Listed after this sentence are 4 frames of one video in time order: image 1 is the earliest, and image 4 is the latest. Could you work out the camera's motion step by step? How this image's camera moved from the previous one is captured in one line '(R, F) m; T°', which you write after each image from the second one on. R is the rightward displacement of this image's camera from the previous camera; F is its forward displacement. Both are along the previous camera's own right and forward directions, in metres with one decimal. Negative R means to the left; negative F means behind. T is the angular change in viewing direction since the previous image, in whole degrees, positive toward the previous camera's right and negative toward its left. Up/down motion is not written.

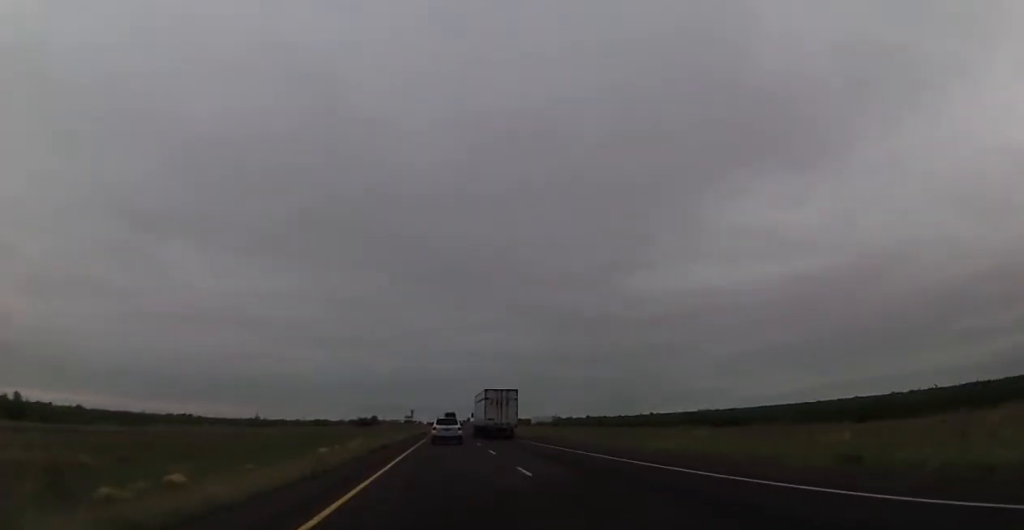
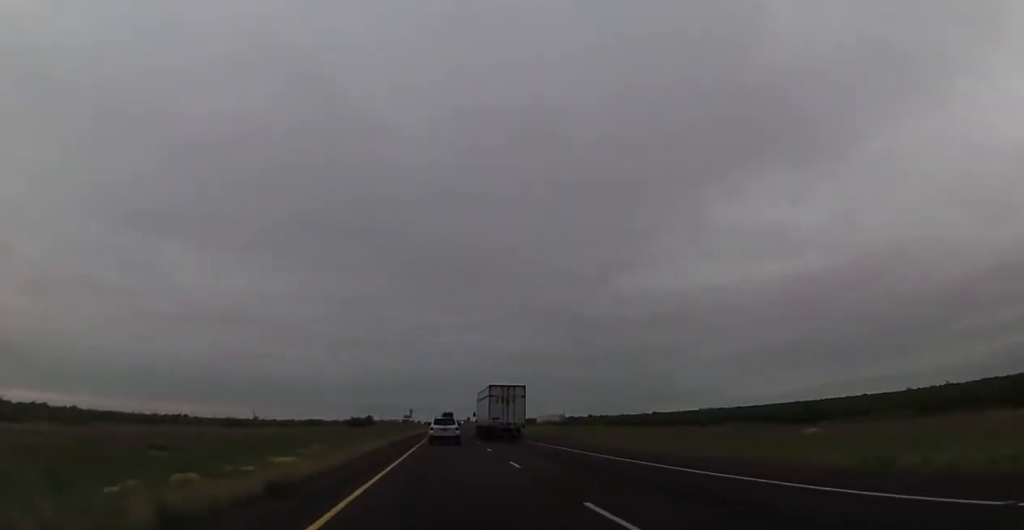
(+0.1, +21.0) m; +1°
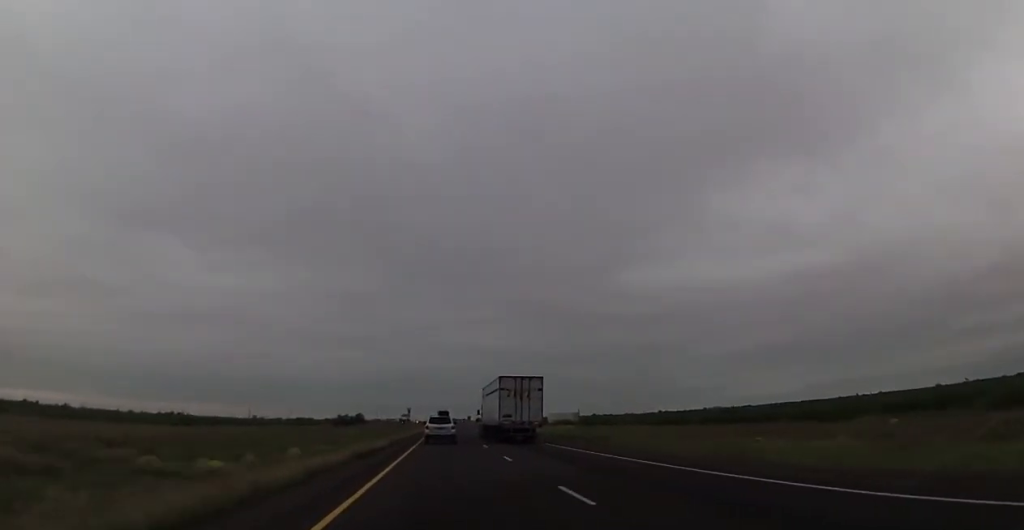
(+0.1, +33.4) m; +1°
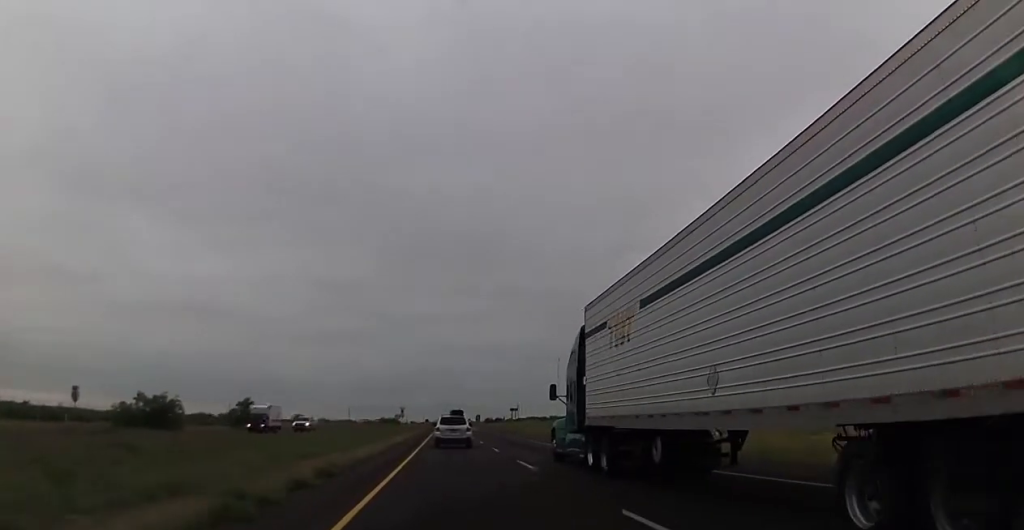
(+1.5, +161.0) m; +1°
